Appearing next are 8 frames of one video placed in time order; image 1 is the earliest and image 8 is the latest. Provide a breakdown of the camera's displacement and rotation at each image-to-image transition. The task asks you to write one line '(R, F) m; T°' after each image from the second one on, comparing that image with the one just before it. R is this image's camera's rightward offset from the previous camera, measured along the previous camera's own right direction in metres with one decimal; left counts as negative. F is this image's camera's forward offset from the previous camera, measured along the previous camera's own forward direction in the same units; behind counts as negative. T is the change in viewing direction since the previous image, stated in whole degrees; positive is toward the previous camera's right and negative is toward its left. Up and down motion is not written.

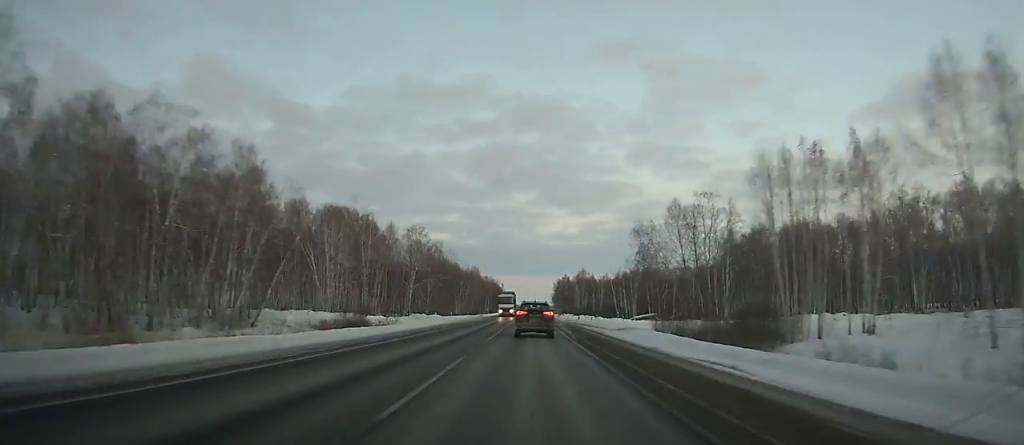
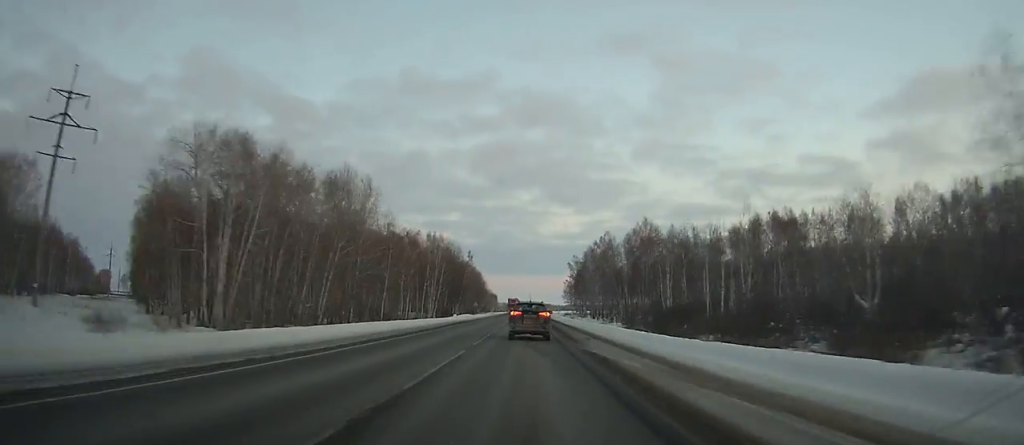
(+0.3, +161.6) m; 0°
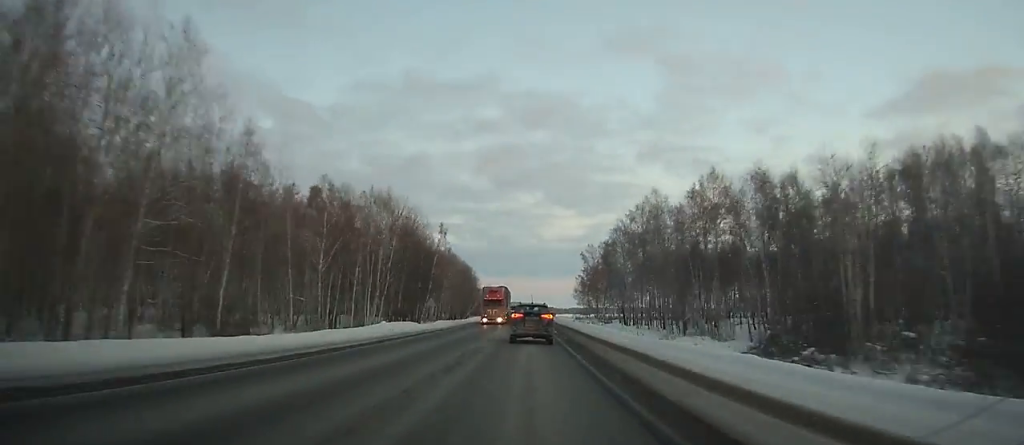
(0.0, +49.1) m; 0°
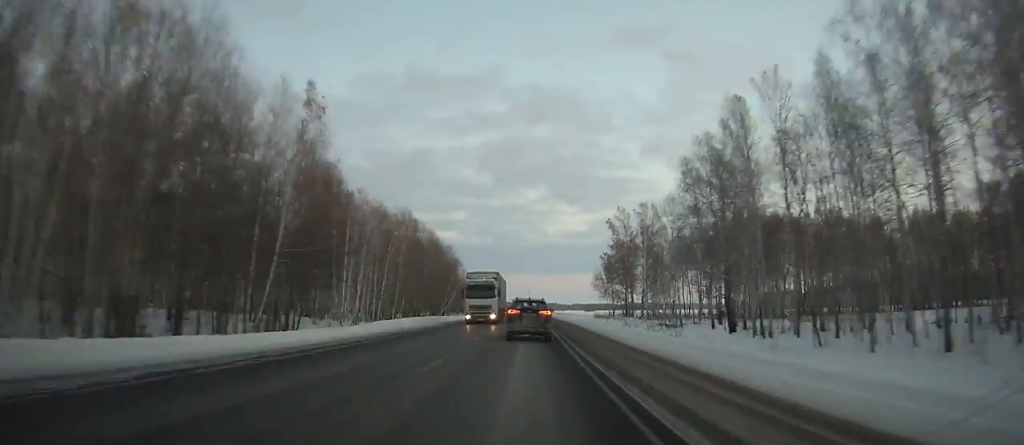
(+0.1, +59.4) m; 0°
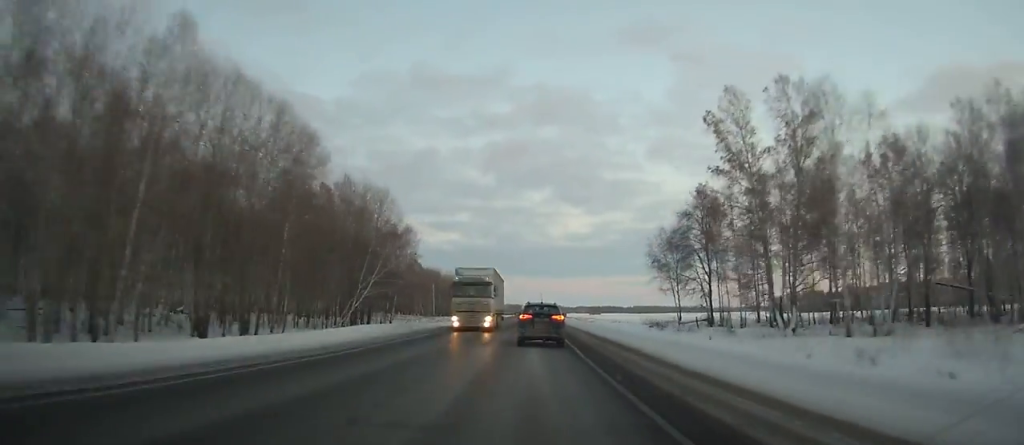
(-0.4, +69.0) m; 0°
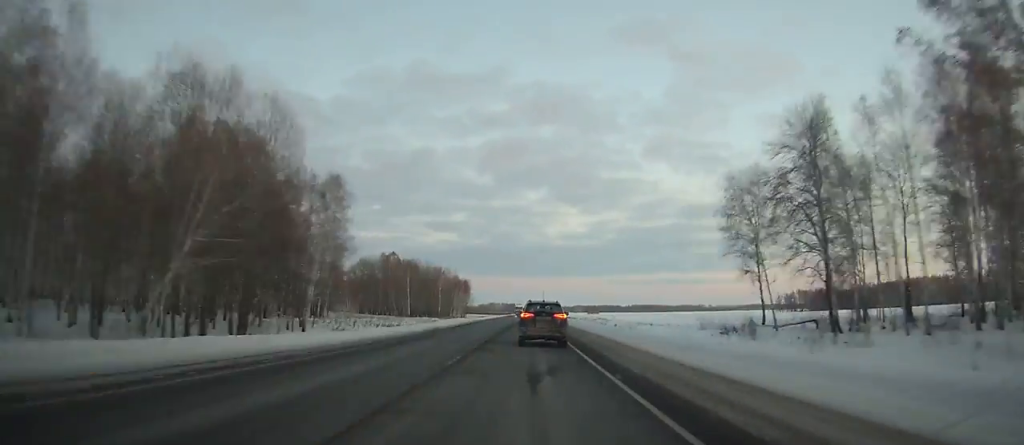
(0.0, +34.1) m; 0°
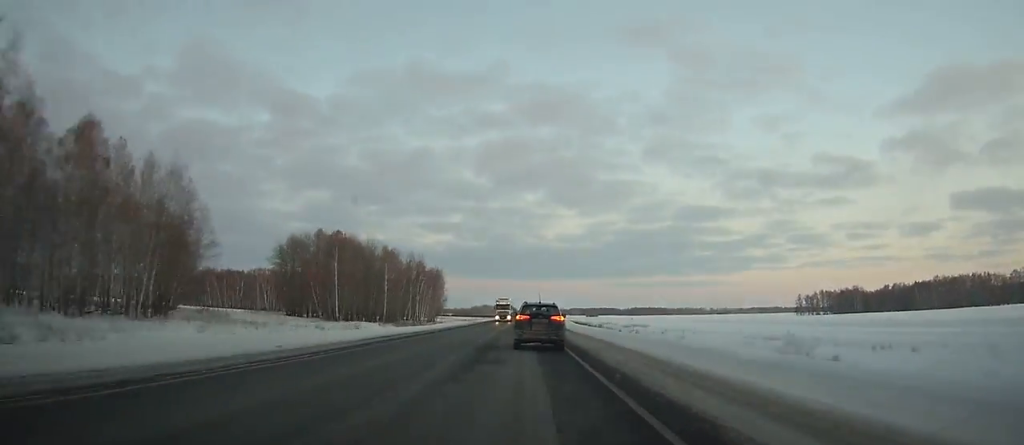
(0.0, +57.6) m; 0°
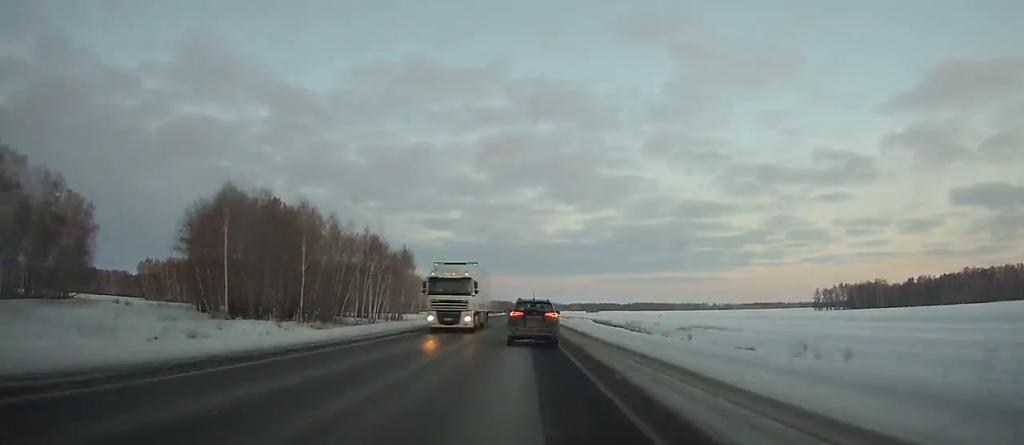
(+0.4, +38.8) m; 0°
